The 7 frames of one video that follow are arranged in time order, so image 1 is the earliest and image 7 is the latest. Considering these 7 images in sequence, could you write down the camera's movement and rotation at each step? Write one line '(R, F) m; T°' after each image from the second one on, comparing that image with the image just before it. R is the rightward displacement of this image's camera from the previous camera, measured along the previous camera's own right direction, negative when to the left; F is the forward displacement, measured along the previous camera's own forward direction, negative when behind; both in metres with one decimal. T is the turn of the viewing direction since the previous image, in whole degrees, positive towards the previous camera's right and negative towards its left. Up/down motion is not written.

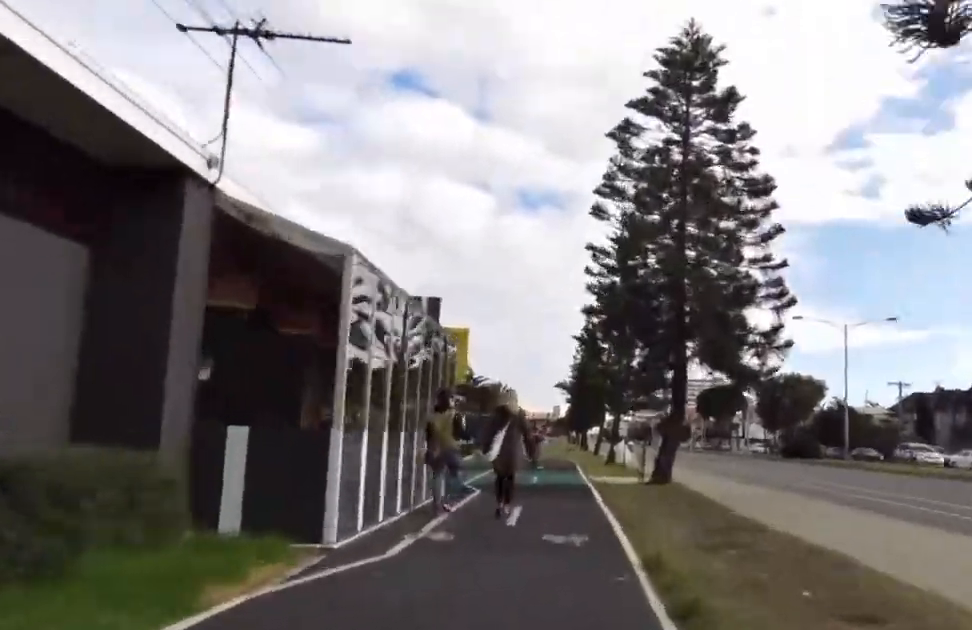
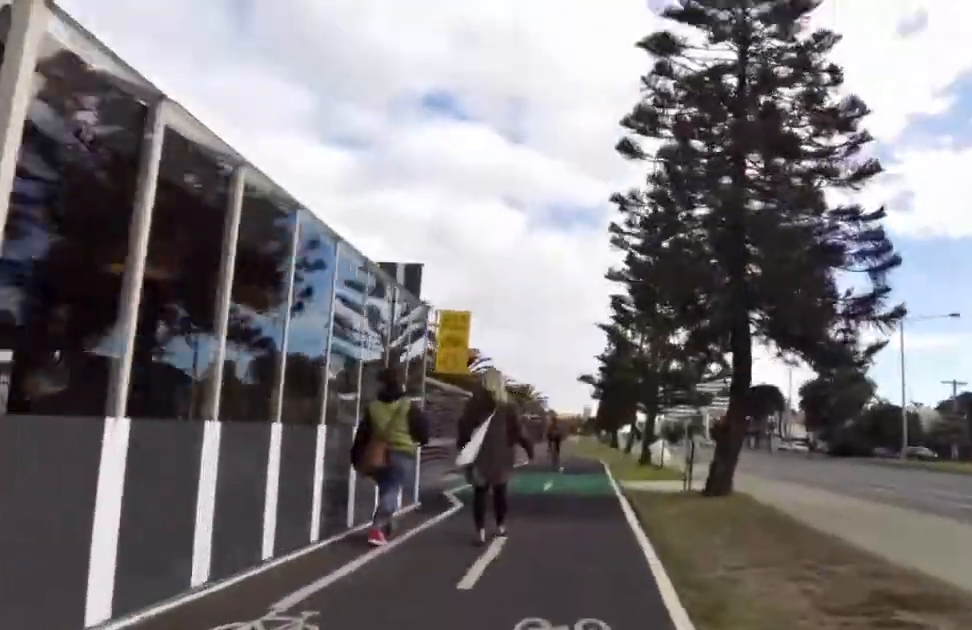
(0.0, +4.4) m; 0°
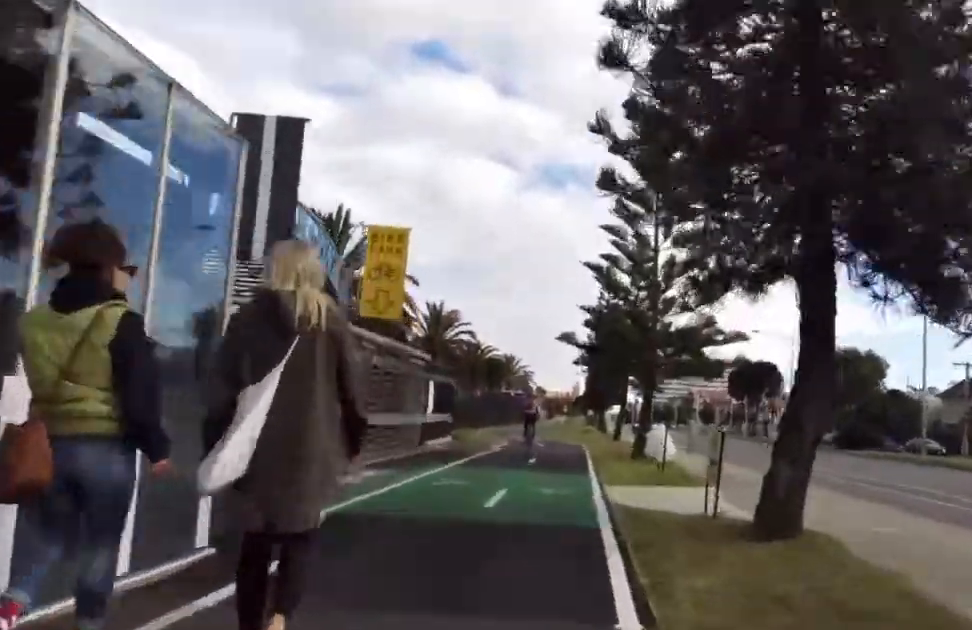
(0.0, +5.0) m; -1°
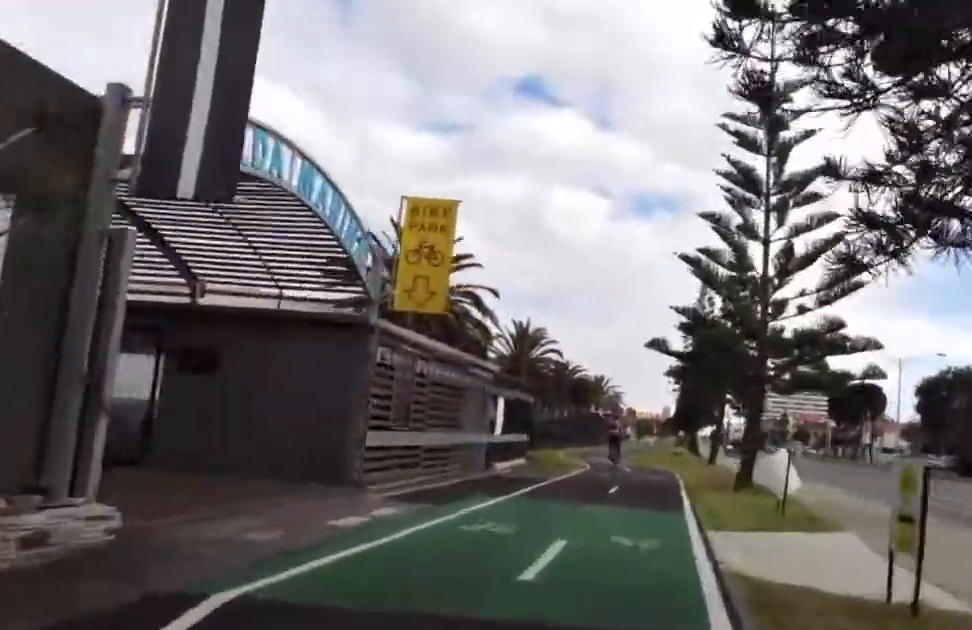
(0.0, +3.6) m; -1°
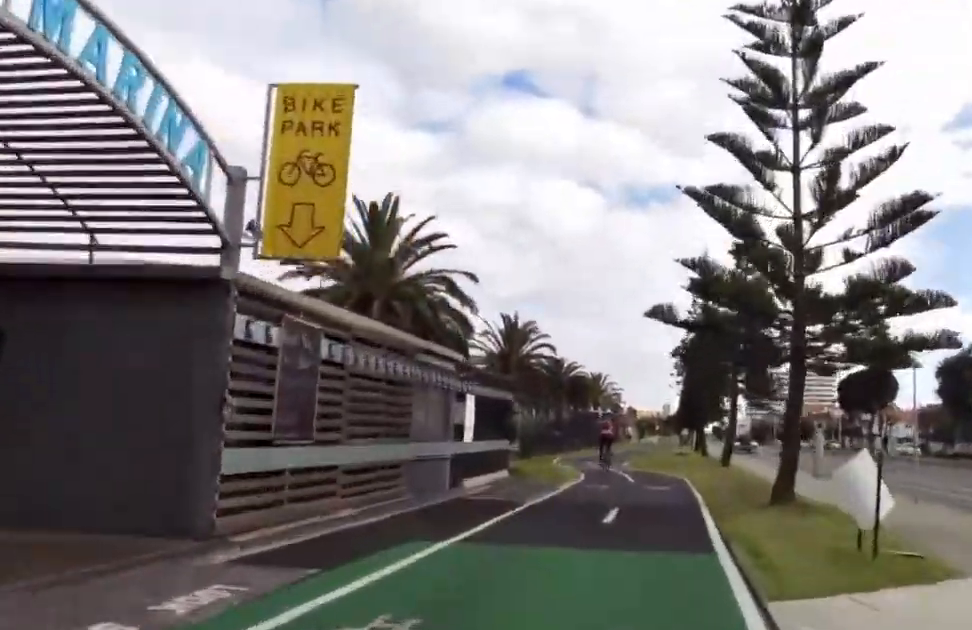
(0.0, +3.9) m; -4°
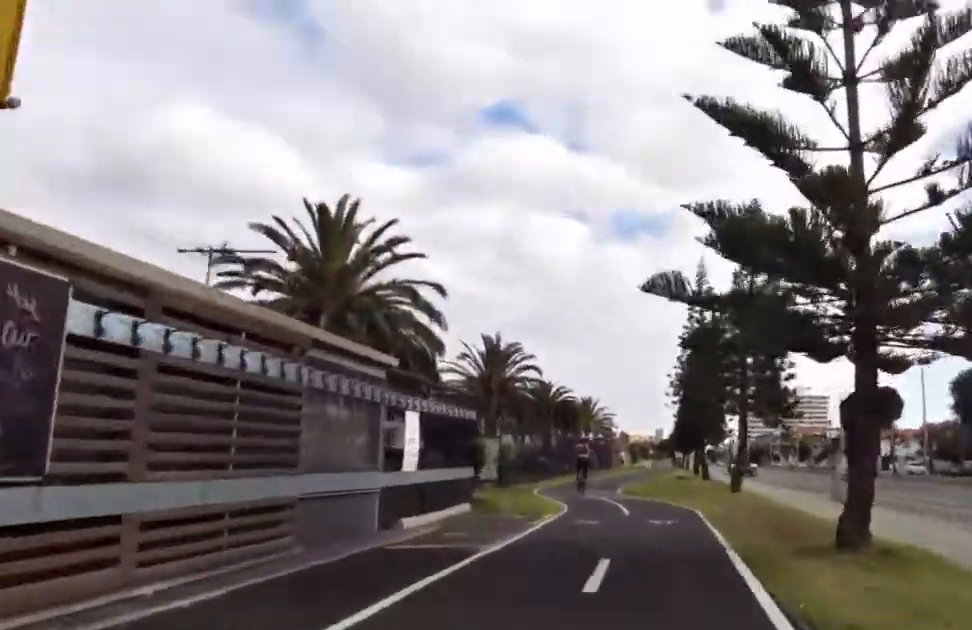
(0.0, +4.1) m; -3°
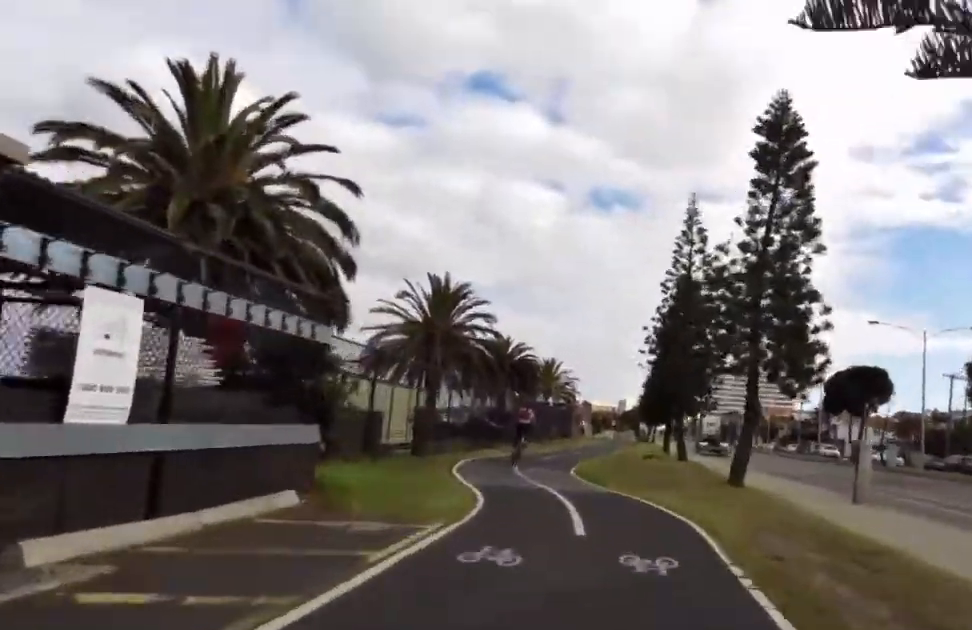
(-0.6, +6.8) m; 0°
